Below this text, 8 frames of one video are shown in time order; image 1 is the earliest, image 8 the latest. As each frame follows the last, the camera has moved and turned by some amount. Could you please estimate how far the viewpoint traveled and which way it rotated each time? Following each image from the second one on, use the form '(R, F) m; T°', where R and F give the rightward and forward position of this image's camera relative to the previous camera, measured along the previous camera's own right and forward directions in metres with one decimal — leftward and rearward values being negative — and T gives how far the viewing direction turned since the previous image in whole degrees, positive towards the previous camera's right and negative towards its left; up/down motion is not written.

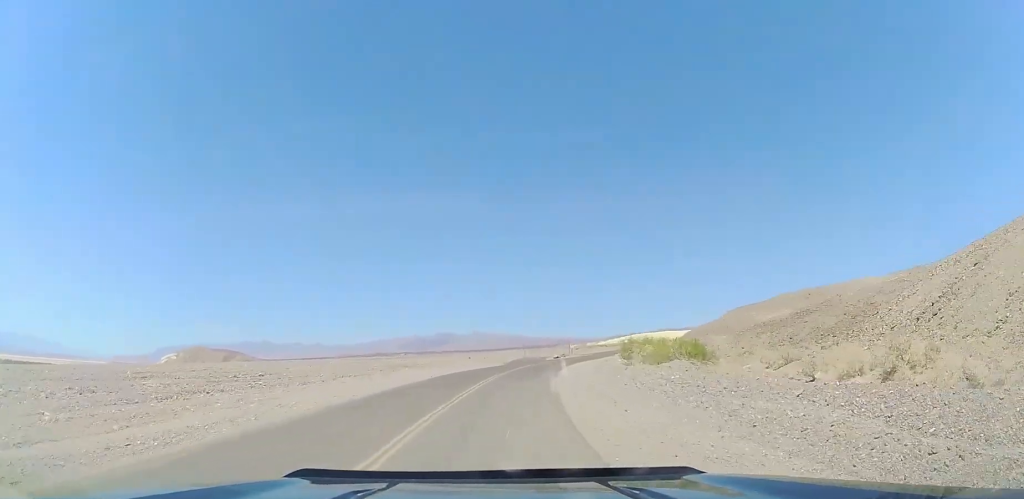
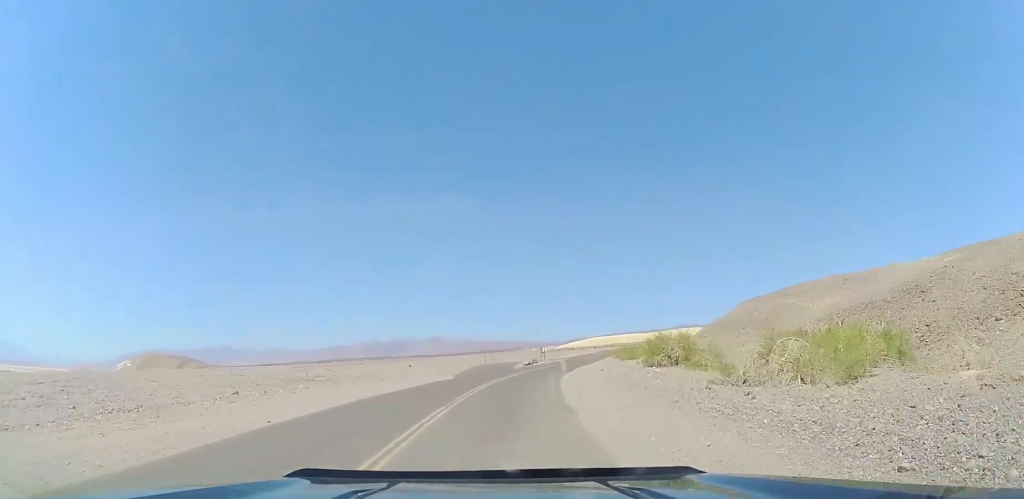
(0.0, +19.0) m; +3°
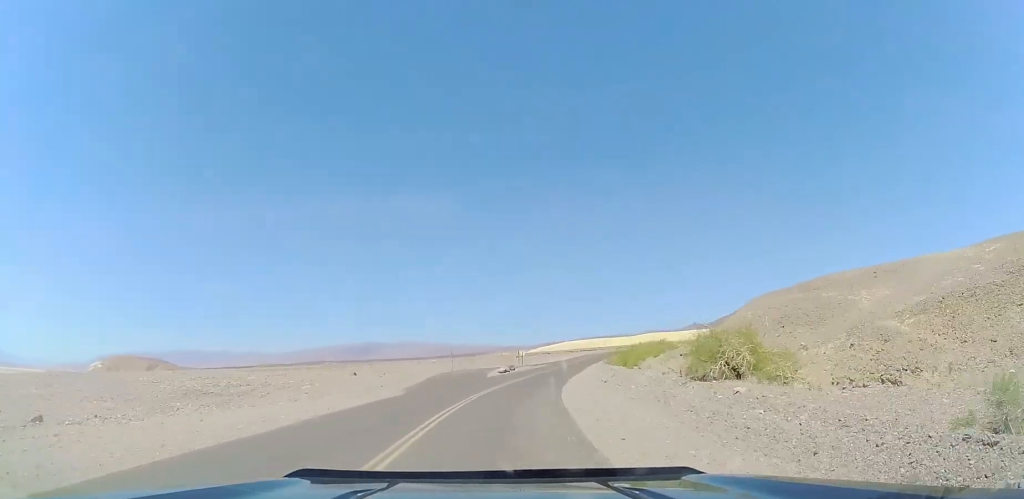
(+0.1, +10.6) m; +4°
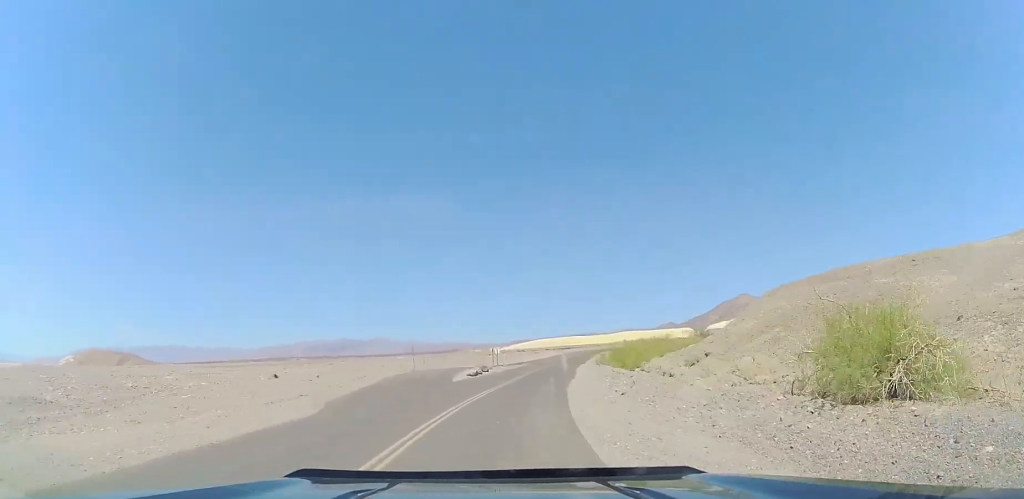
(+0.5, +10.1) m; +5°
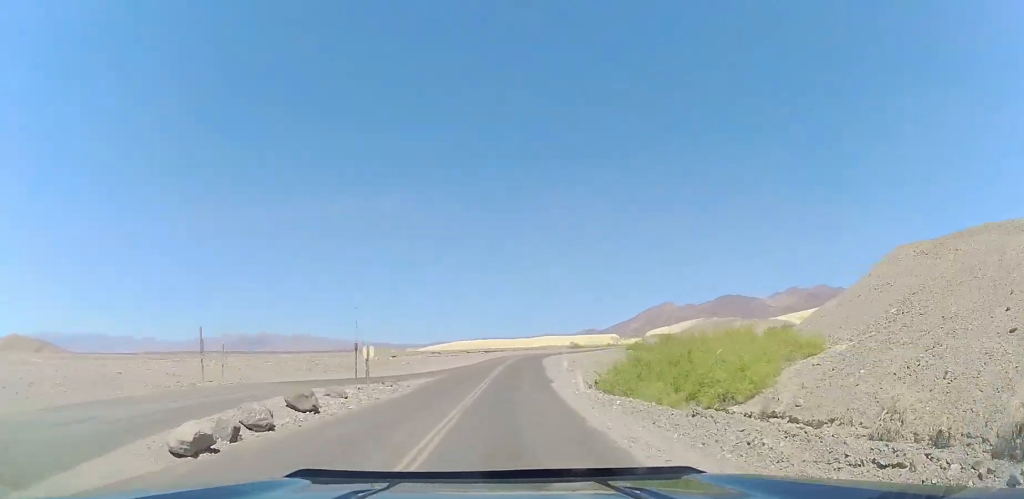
(+3.0, +28.6) m; +10°
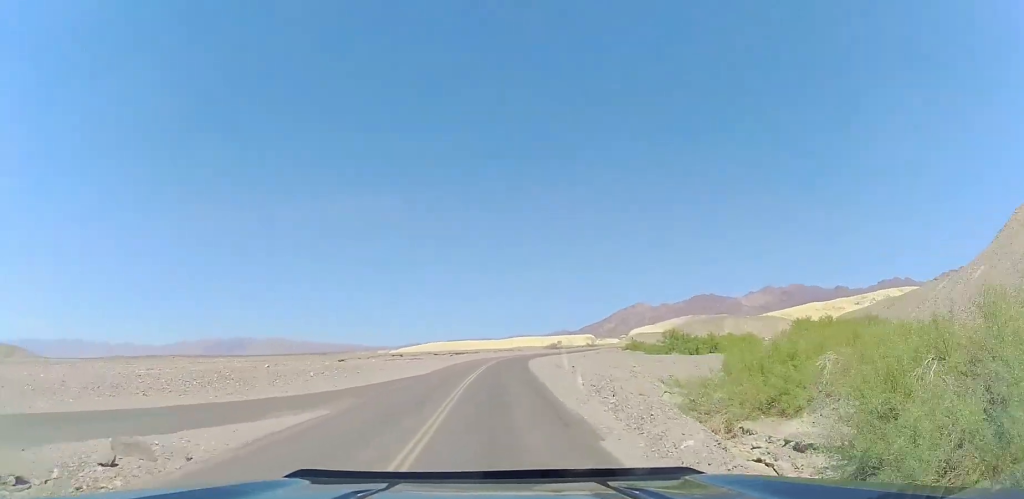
(+0.7, +17.3) m; +3°
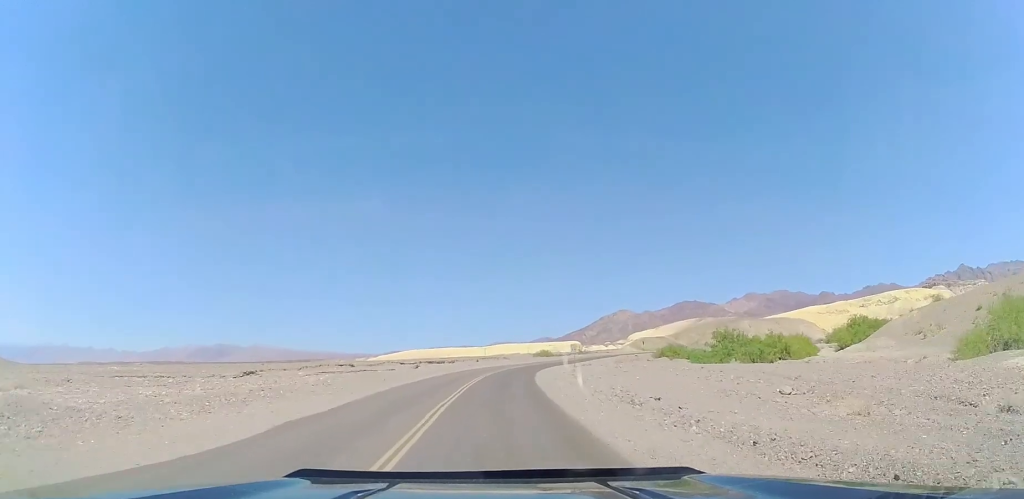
(+0.6, +24.9) m; +4°
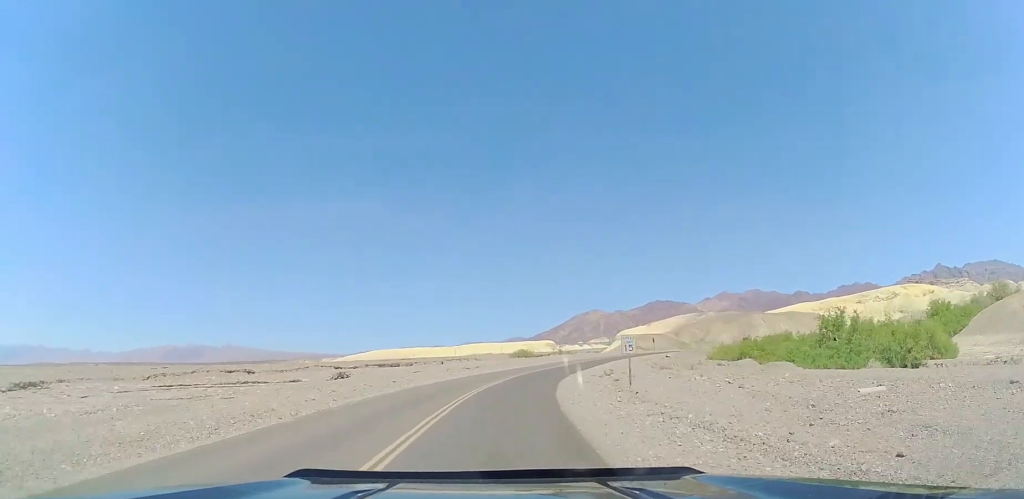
(+0.9, +26.0) m; +2°
